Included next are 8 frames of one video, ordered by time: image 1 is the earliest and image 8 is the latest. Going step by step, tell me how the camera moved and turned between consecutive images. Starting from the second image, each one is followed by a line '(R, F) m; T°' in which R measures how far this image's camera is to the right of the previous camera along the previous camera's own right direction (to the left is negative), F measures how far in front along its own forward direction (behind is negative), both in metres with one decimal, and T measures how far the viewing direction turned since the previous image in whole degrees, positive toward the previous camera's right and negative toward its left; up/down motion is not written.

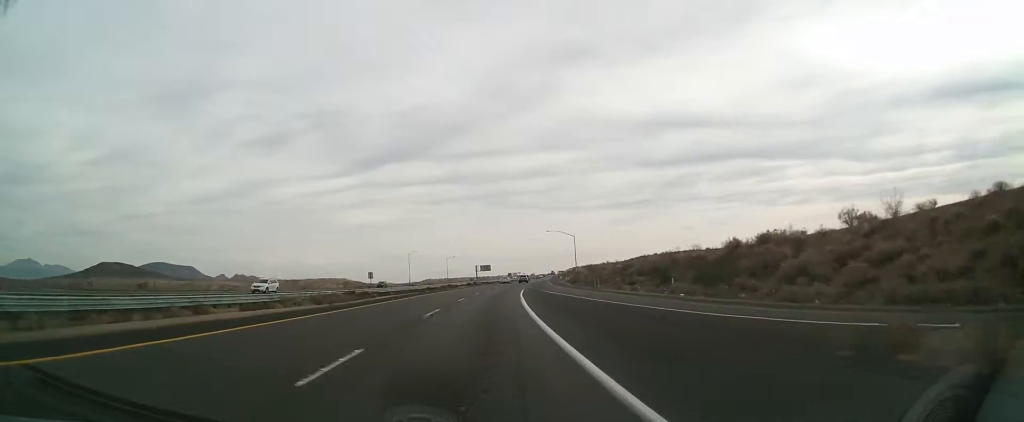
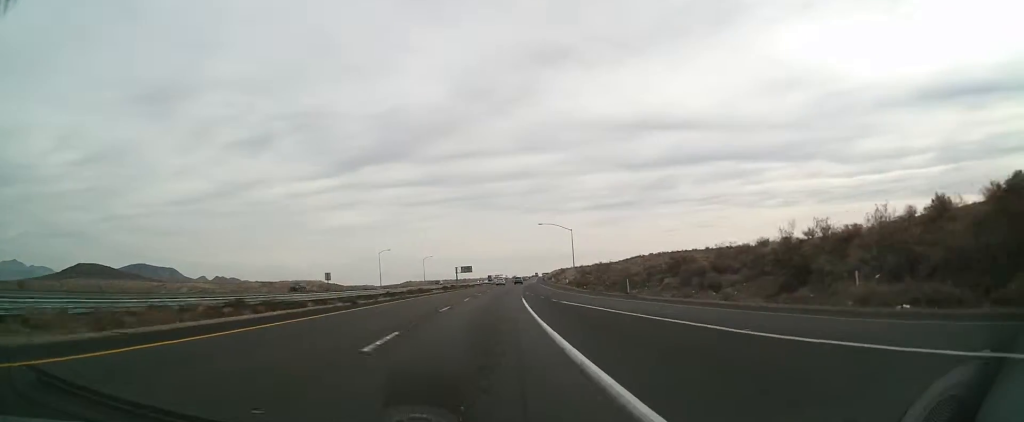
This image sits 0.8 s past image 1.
(+0.4, +25.1) m; +3°
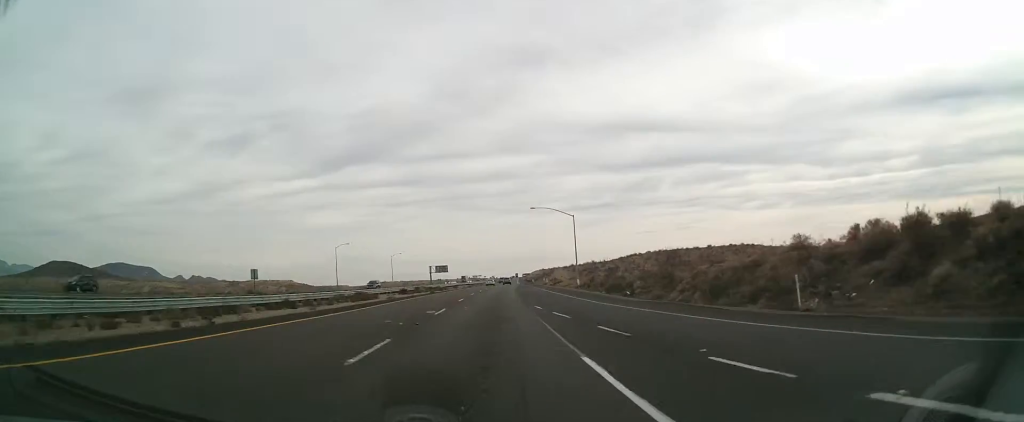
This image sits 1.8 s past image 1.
(+1.0, +30.4) m; +3°
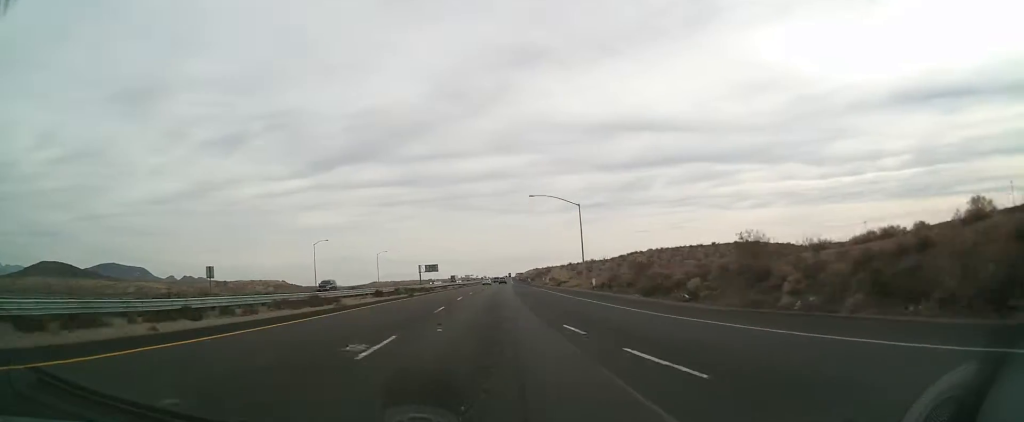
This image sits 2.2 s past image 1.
(+0.4, +13.7) m; 0°
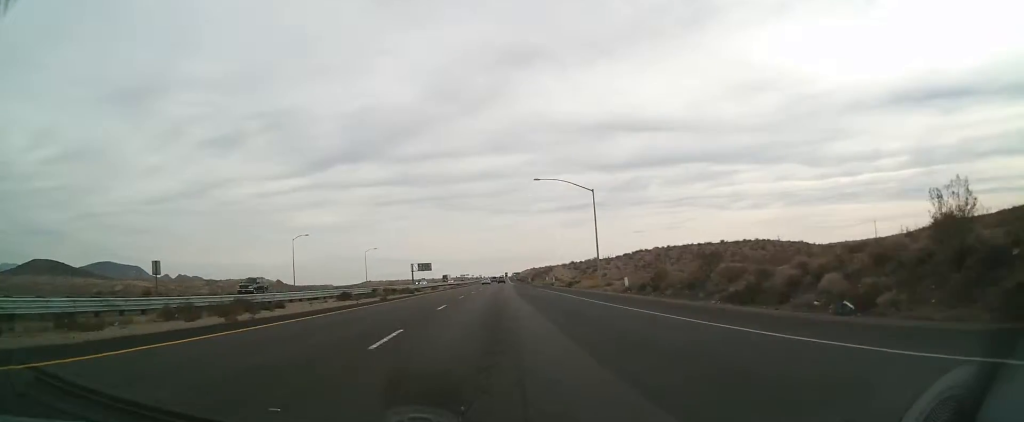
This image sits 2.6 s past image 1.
(0.0, +13.7) m; 0°
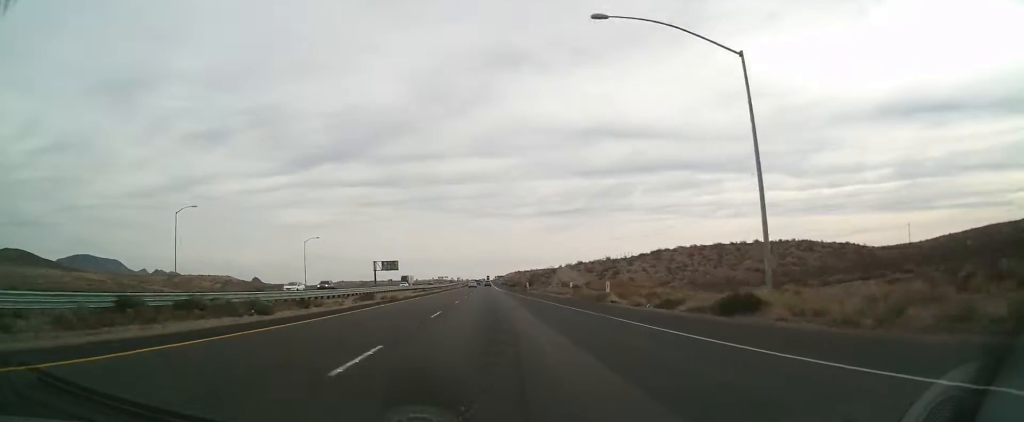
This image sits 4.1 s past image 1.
(+0.7, +46.6) m; +2°
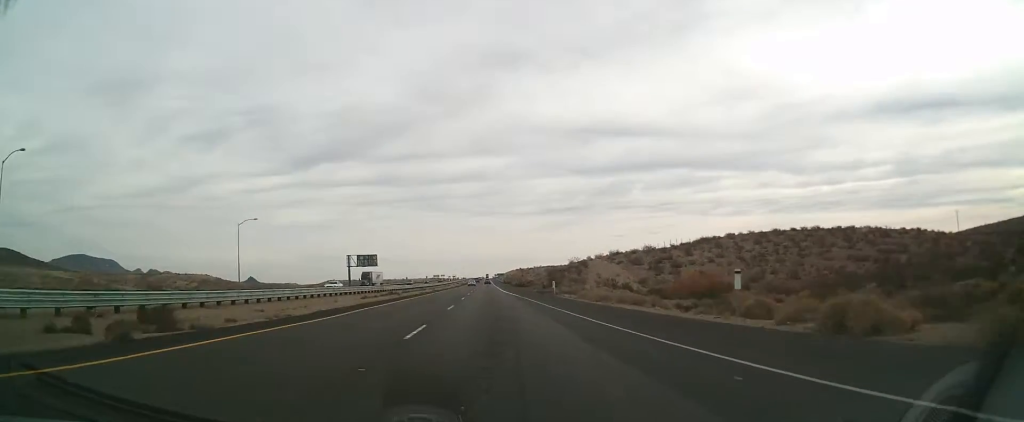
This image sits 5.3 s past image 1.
(+0.4, +38.2) m; +1°
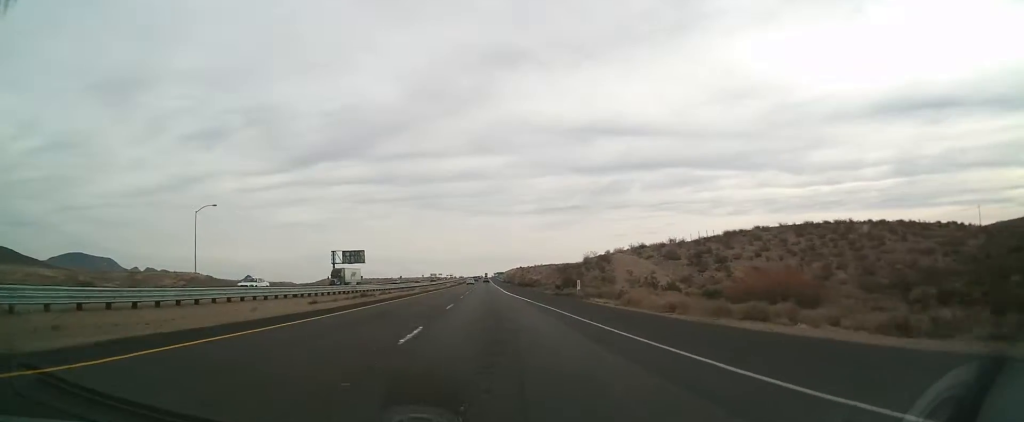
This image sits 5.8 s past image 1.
(0.0, +16.0) m; 0°
